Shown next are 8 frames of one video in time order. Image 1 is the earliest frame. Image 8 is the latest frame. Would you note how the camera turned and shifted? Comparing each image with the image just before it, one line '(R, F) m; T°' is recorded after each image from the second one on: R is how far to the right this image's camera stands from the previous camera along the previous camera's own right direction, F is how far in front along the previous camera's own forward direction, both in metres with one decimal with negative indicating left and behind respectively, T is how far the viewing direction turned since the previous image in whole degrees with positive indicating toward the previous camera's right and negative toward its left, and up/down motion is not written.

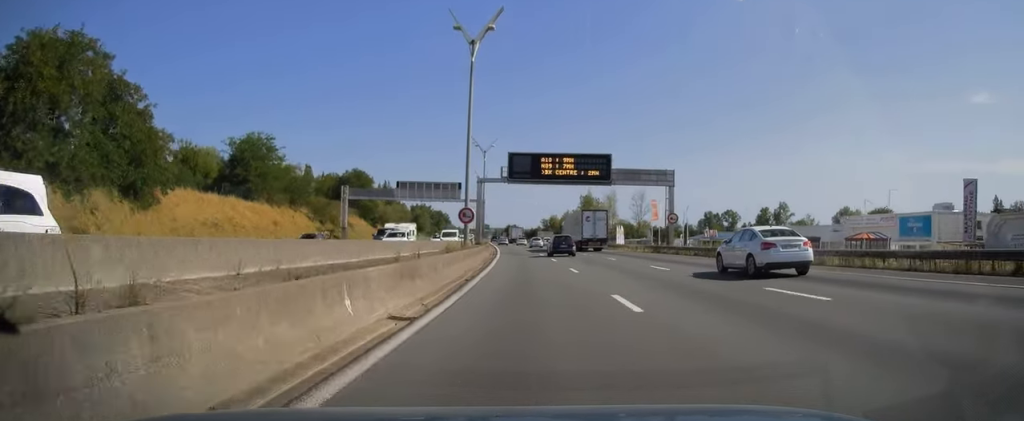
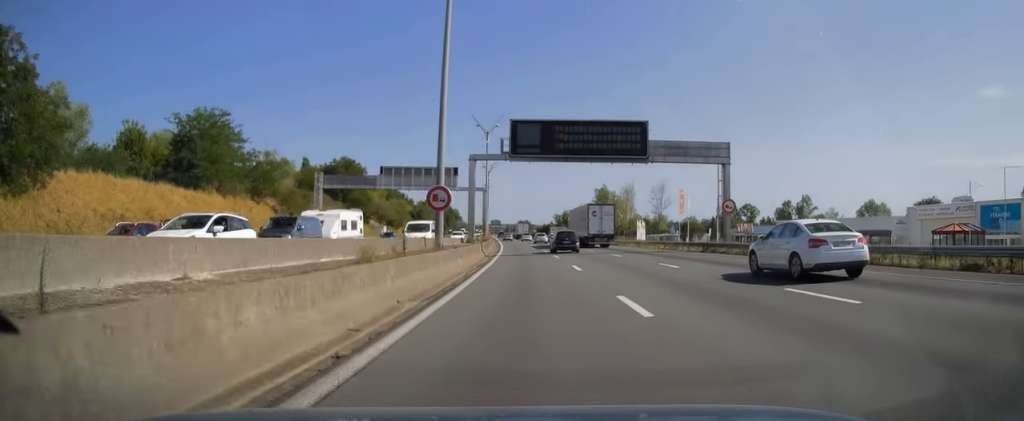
(0.0, +13.9) m; -1°
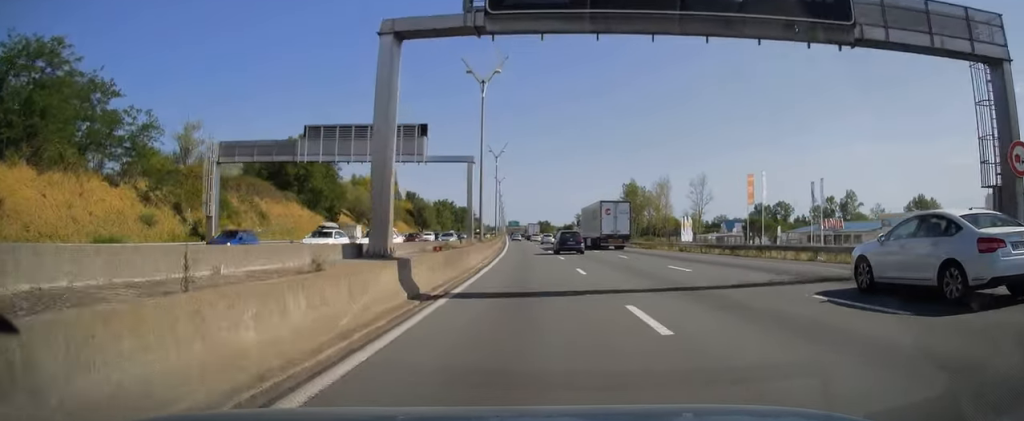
(-0.6, +27.0) m; -2°
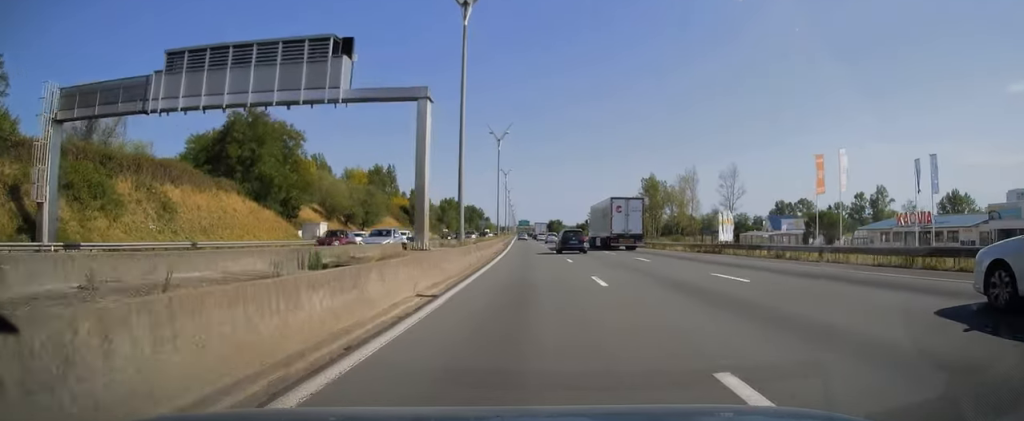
(-0.2, +18.2) m; -1°
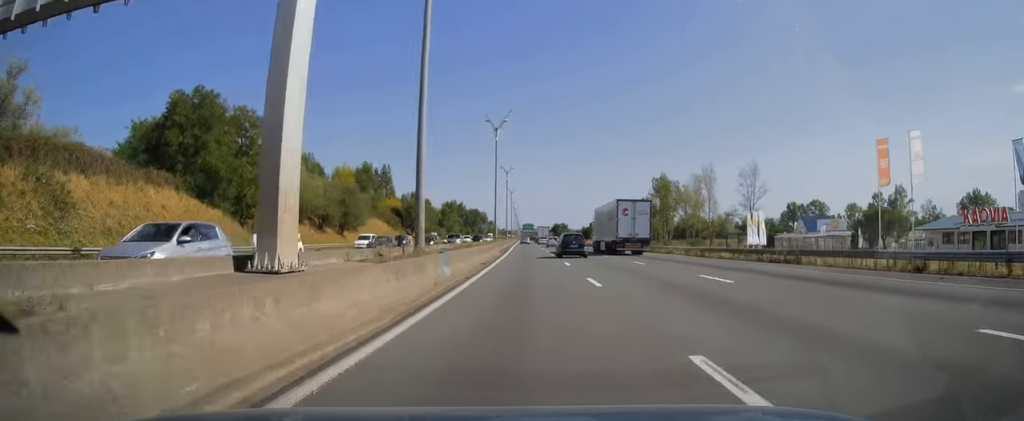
(-0.1, +11.8) m; 0°
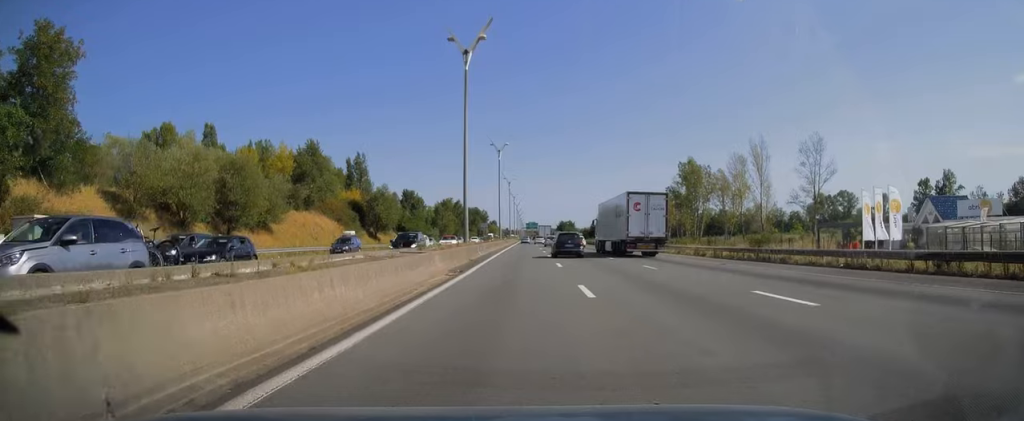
(-0.3, +31.6) m; -1°
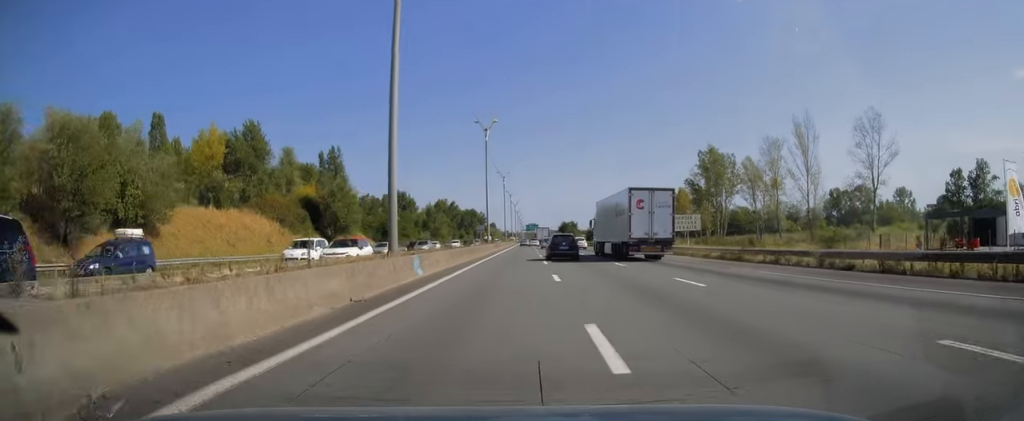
(0.0, +20.2) m; 0°
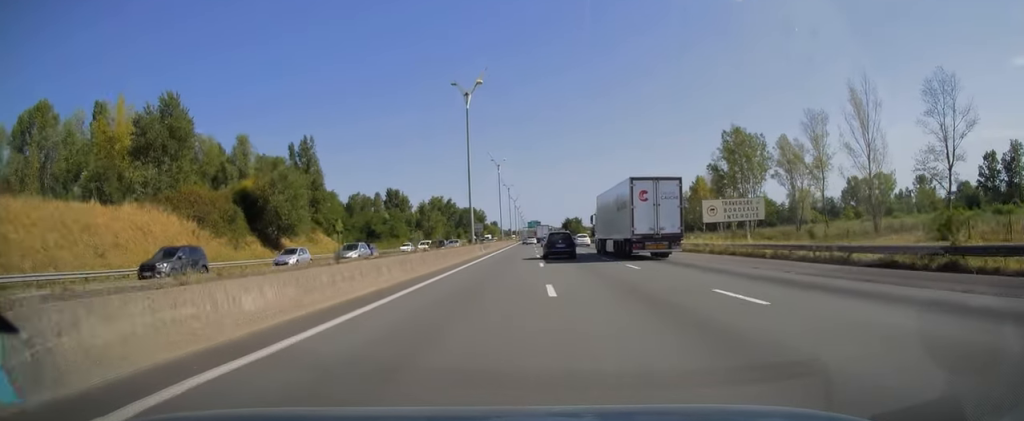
(+0.1, +18.1) m; 0°
